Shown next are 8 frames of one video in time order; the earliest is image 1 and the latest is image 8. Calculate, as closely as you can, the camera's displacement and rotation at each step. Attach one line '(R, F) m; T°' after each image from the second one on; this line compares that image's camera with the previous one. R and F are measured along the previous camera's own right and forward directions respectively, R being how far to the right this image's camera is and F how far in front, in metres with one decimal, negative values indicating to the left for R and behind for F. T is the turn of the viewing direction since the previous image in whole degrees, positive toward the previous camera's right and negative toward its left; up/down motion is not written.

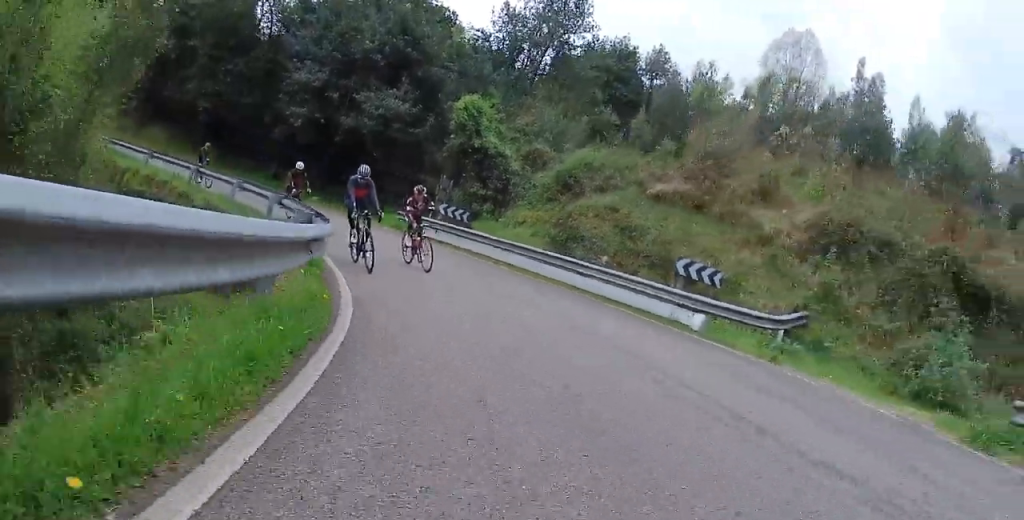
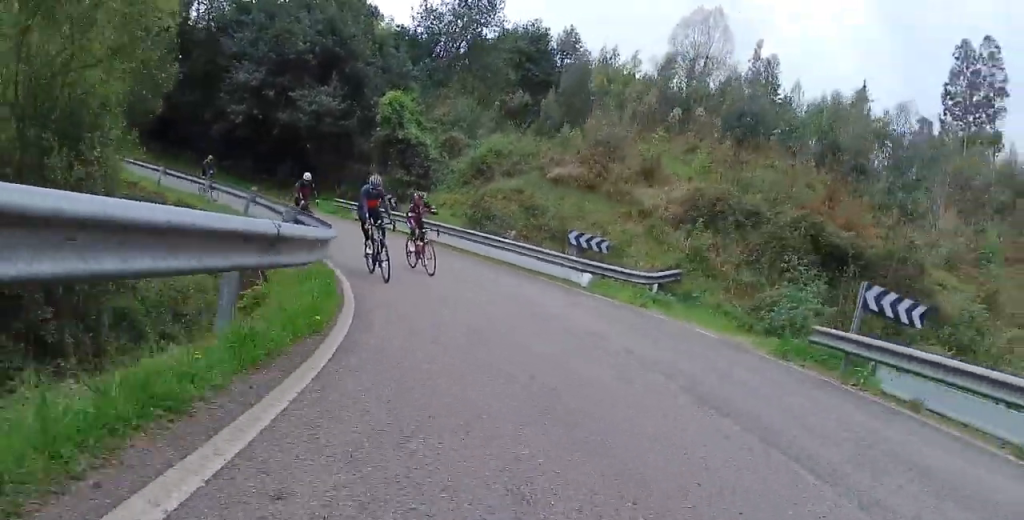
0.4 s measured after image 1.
(-0.2, +3.6) m; +7°
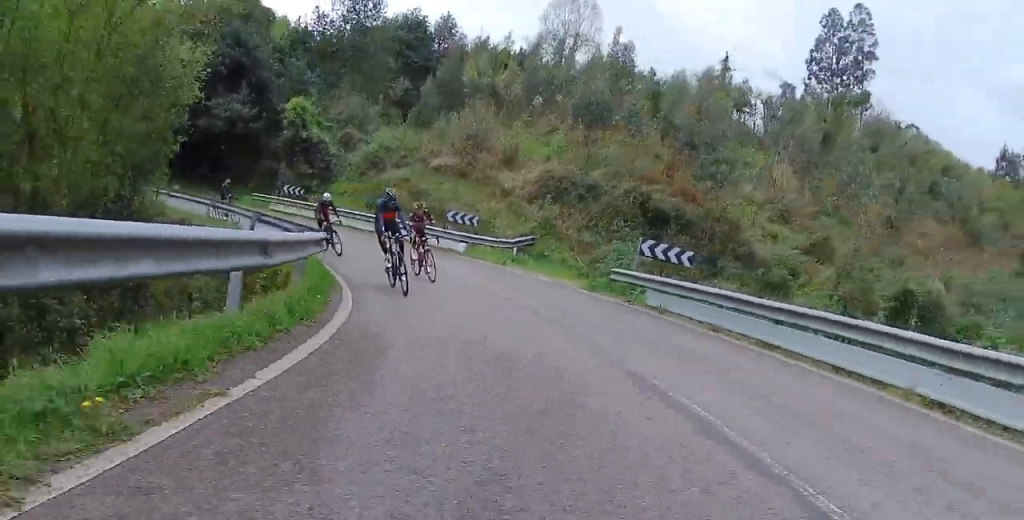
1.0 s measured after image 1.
(+0.2, +5.2) m; +12°
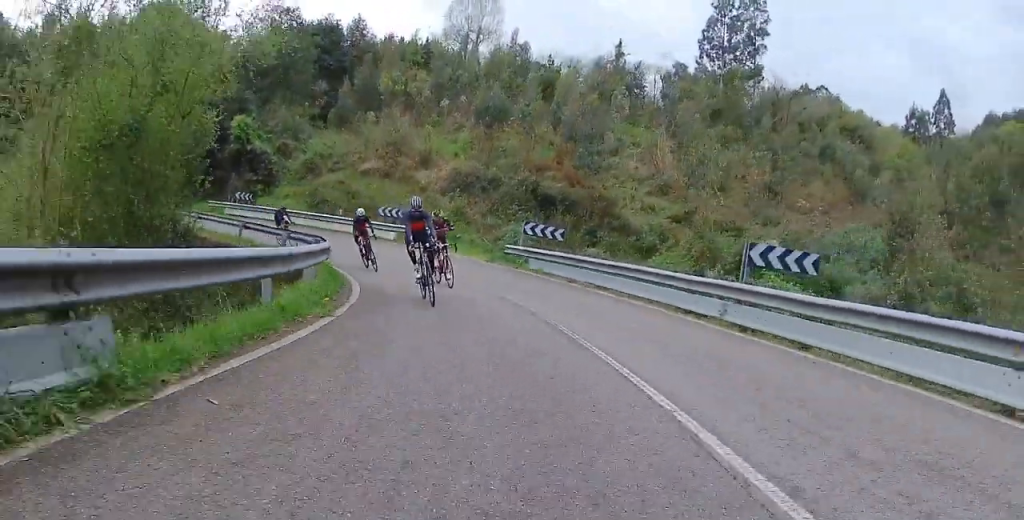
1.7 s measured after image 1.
(+1.3, +5.5) m; +16°
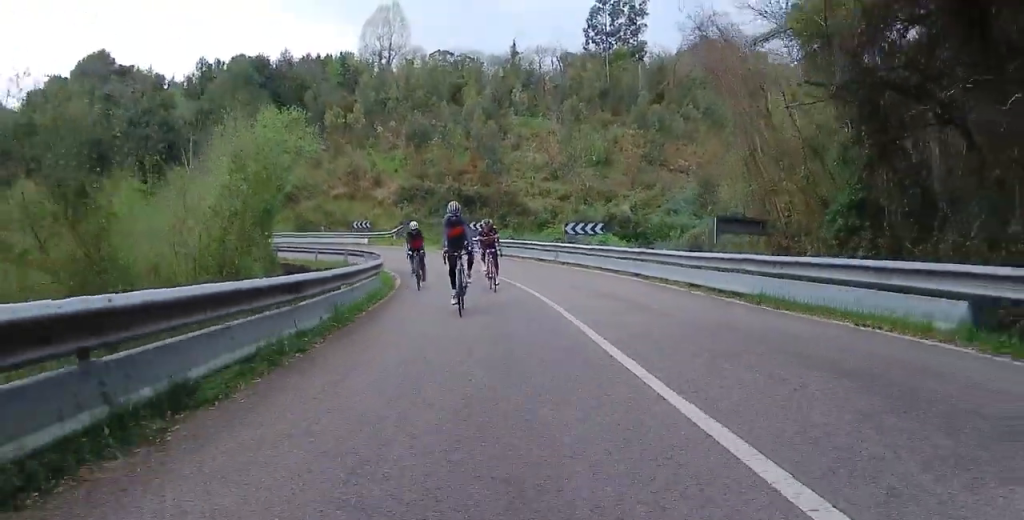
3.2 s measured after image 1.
(+1.2, +11.0) m; +9°
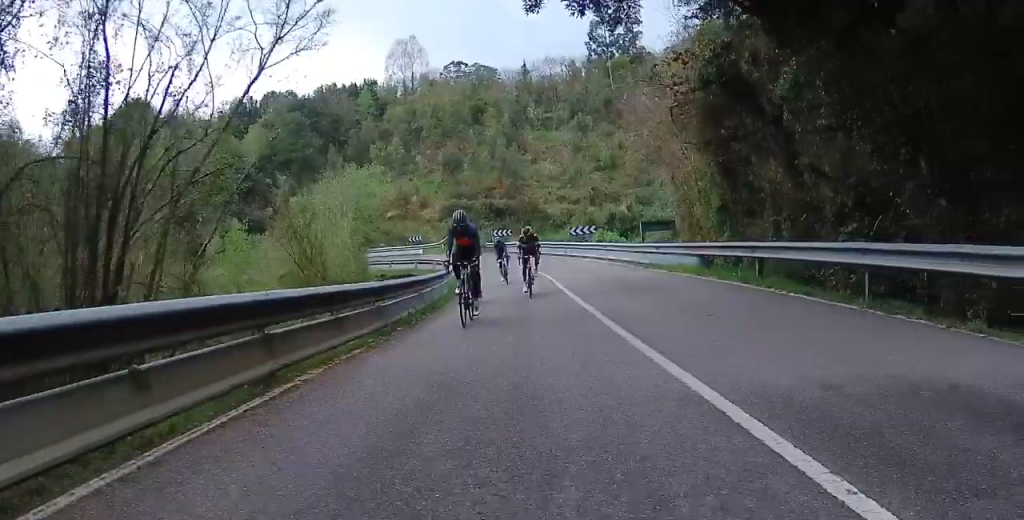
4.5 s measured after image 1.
(+0.4, +9.7) m; -1°
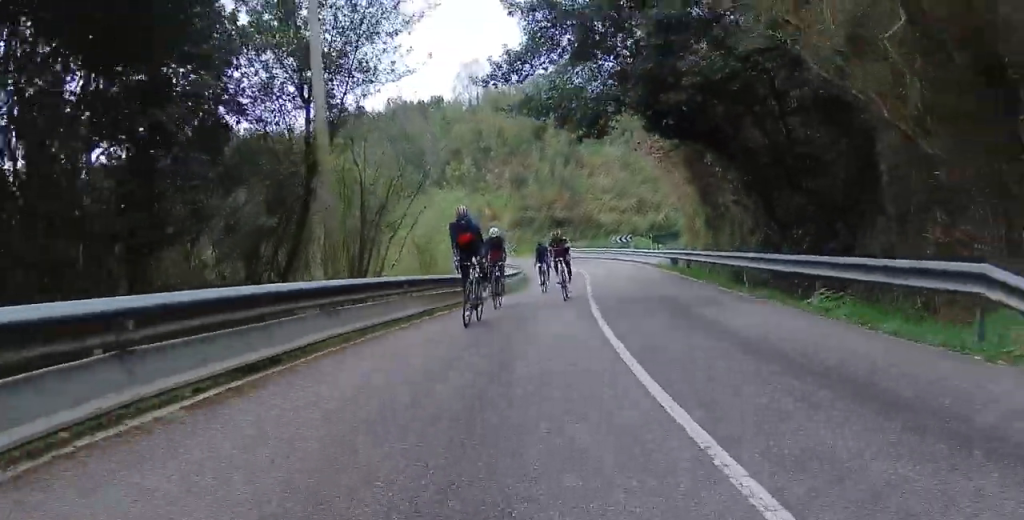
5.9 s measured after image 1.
(-1.0, +9.4) m; -11°
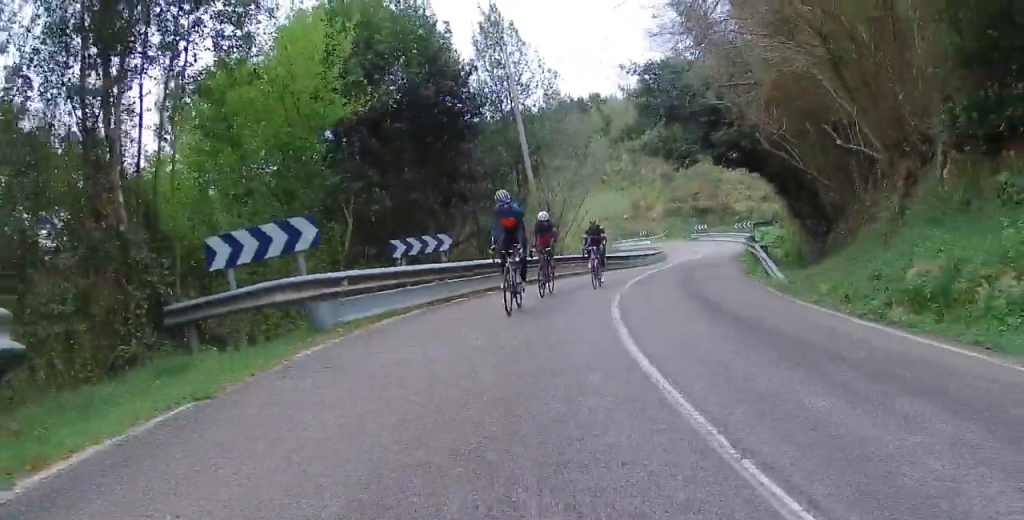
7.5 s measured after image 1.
(-0.8, +12.2) m; -9°
